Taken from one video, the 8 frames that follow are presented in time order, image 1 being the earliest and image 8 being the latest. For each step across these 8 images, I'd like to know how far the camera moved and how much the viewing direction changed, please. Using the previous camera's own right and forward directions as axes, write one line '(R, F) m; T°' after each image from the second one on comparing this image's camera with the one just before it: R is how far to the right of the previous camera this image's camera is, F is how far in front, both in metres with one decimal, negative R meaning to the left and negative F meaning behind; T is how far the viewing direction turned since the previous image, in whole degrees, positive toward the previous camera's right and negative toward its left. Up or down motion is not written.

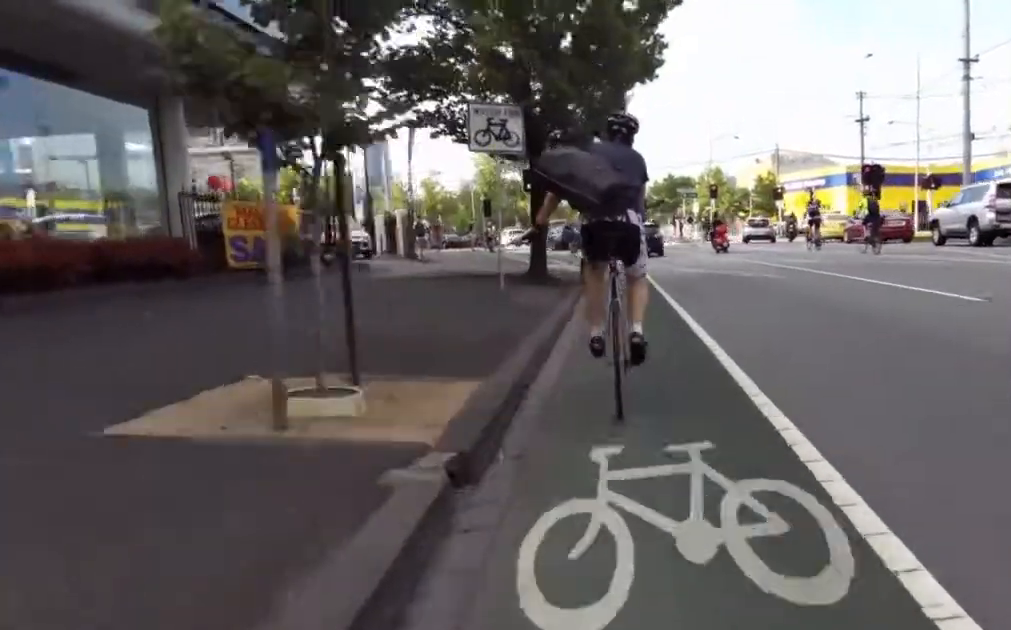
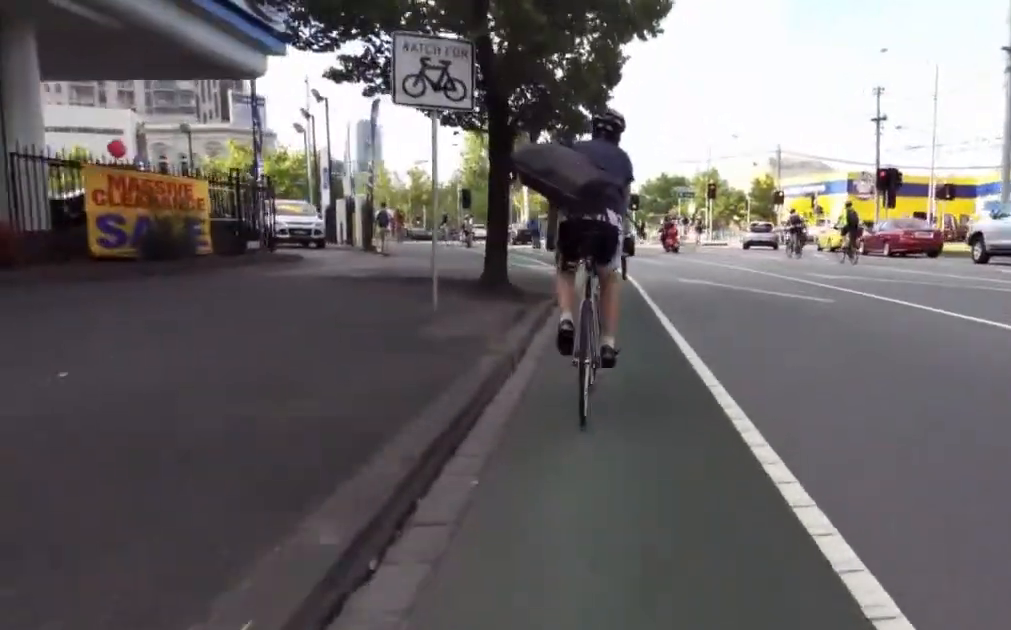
(0.0, +4.2) m; 0°
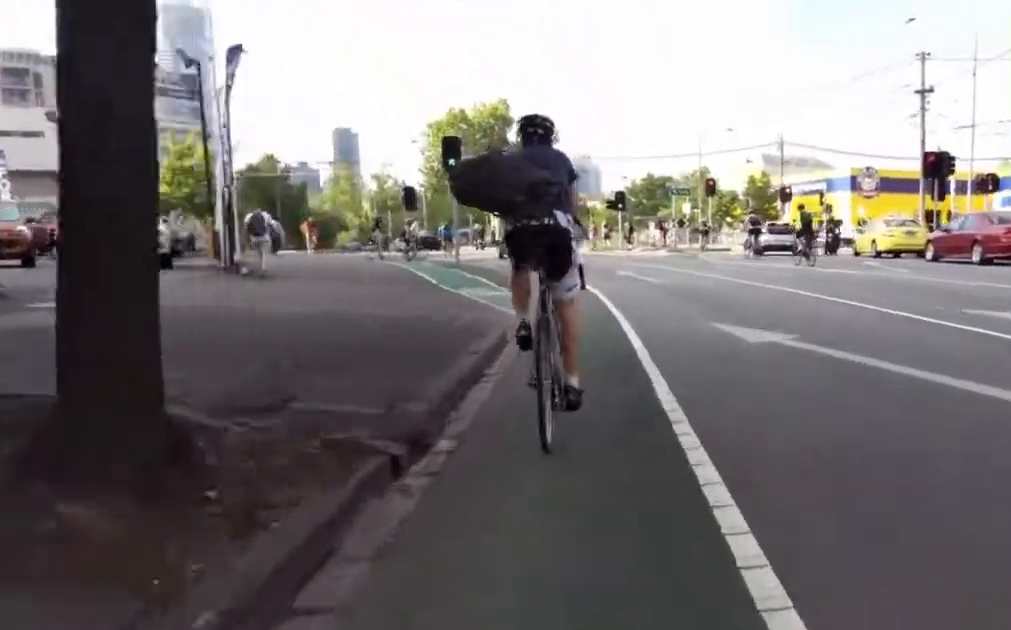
(0.0, +9.2) m; 0°
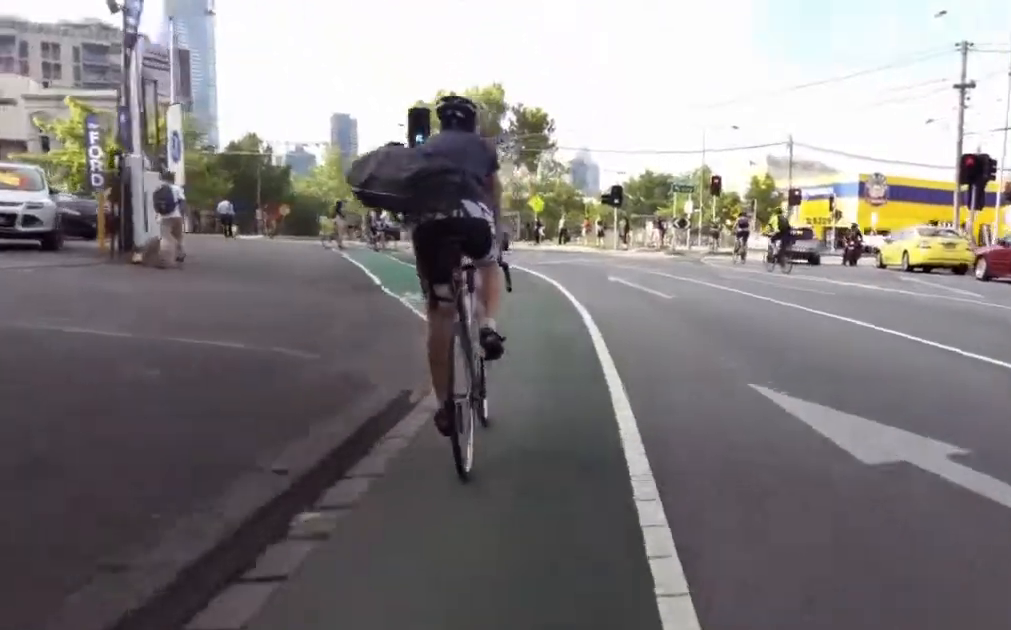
(0.0, +3.6) m; 0°
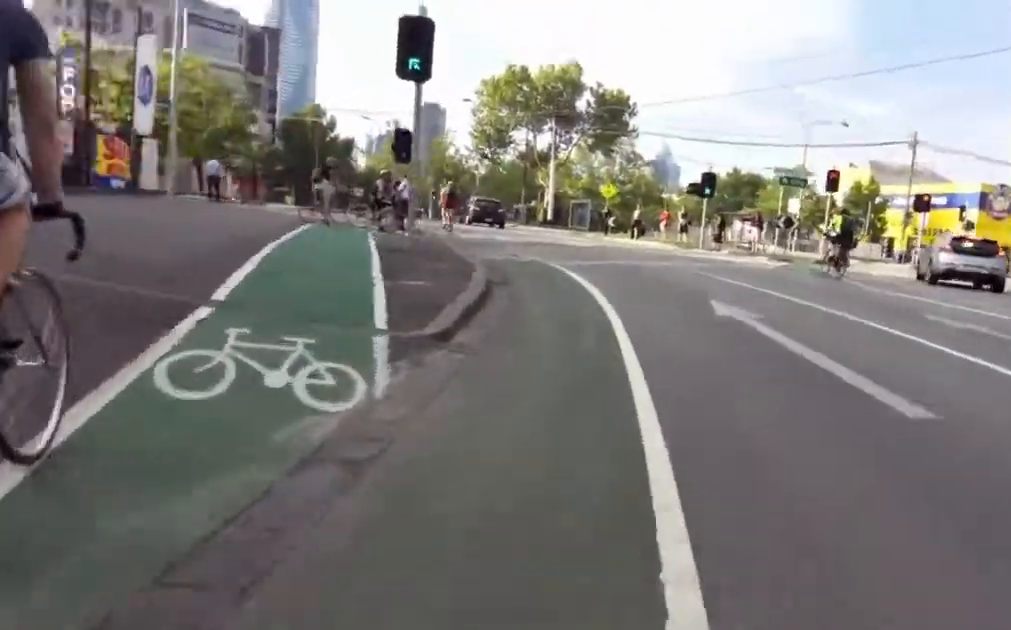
(0.0, +8.0) m; 0°
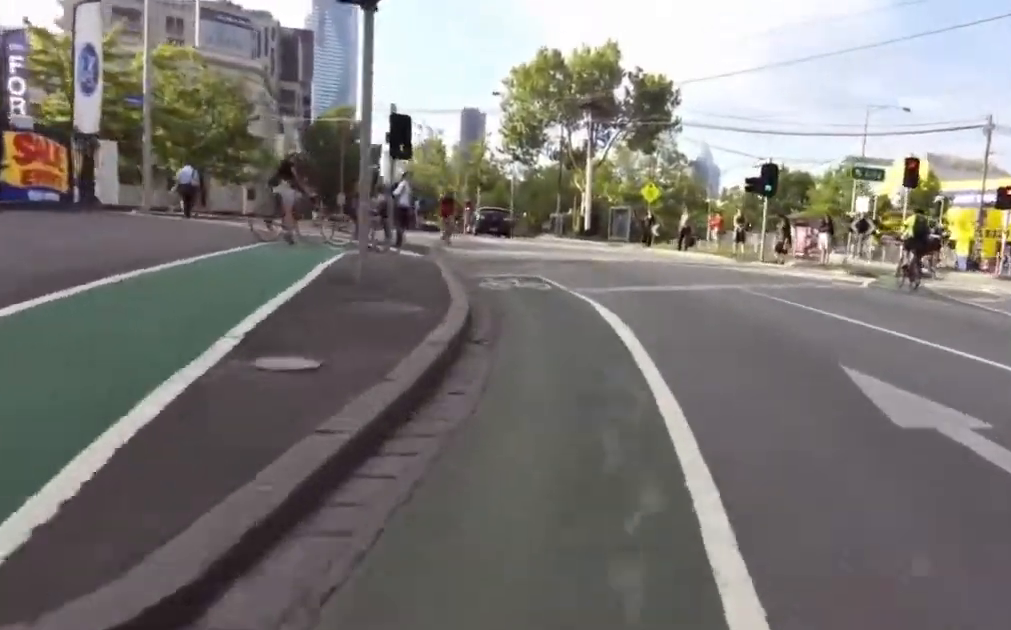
(0.0, +4.4) m; 0°
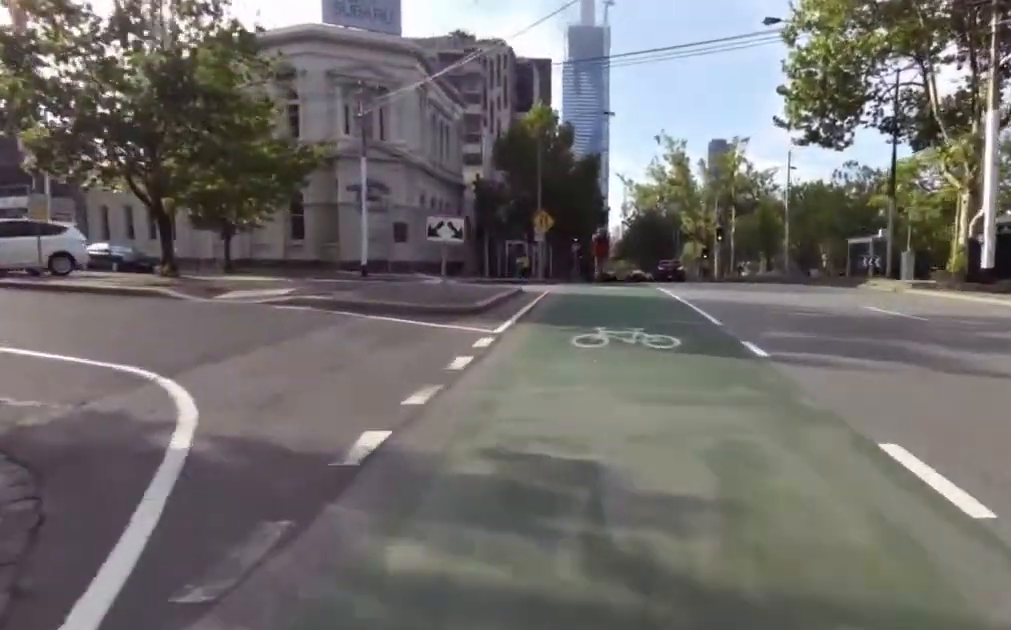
(-4.0, +23.6) m; -21°
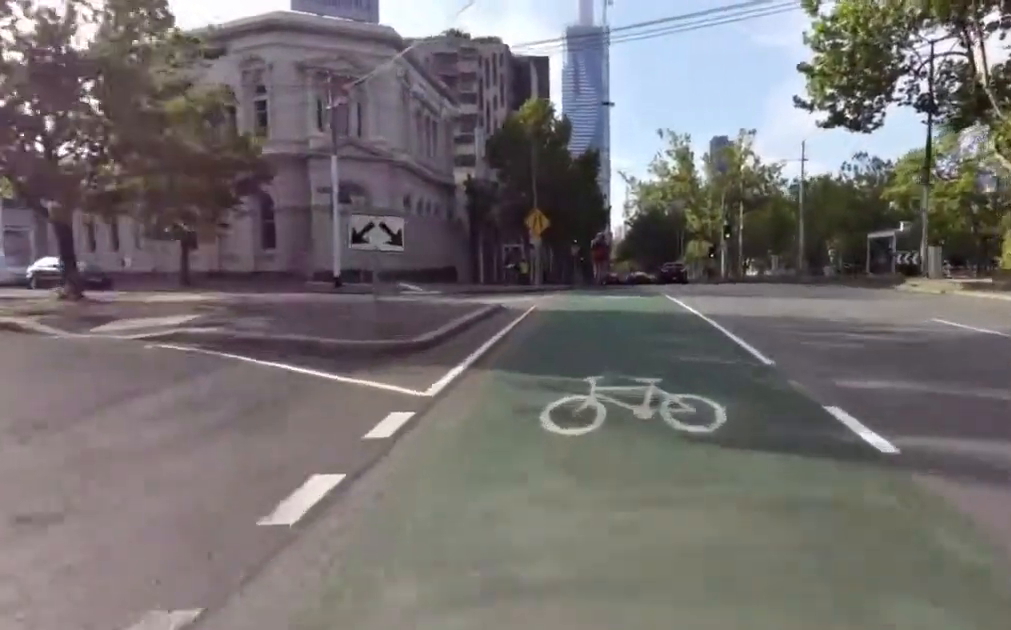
(-0.1, +3.1) m; -1°
